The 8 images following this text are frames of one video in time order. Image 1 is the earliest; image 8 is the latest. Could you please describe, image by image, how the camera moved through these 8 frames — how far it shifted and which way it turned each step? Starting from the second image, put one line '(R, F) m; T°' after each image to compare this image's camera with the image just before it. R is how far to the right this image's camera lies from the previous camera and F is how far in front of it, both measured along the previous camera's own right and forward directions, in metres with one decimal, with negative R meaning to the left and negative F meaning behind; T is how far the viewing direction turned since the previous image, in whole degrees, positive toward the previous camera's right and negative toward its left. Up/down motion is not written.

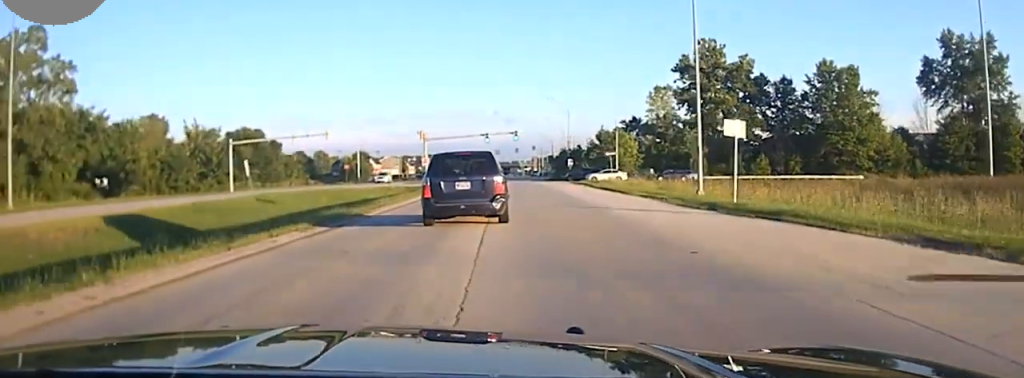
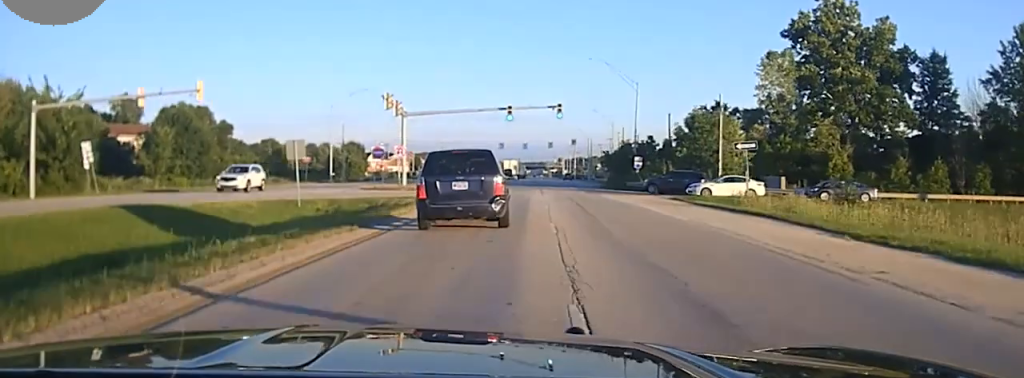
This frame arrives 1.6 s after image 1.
(-1.5, +46.9) m; -2°
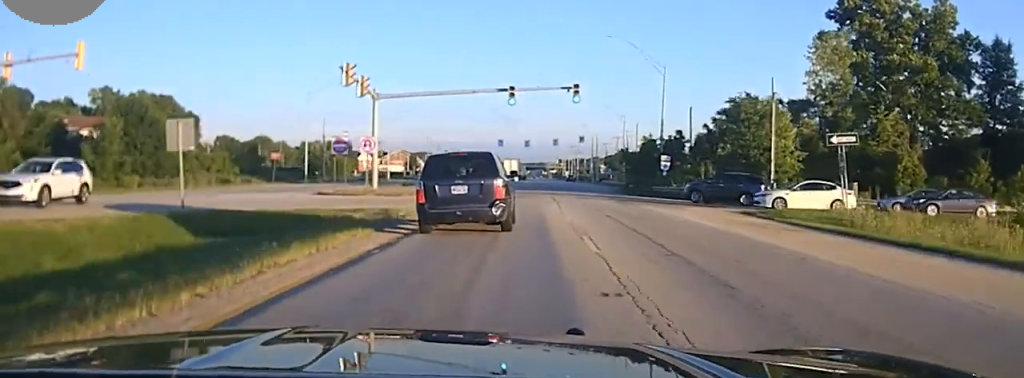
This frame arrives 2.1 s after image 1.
(-0.3, +14.6) m; 0°
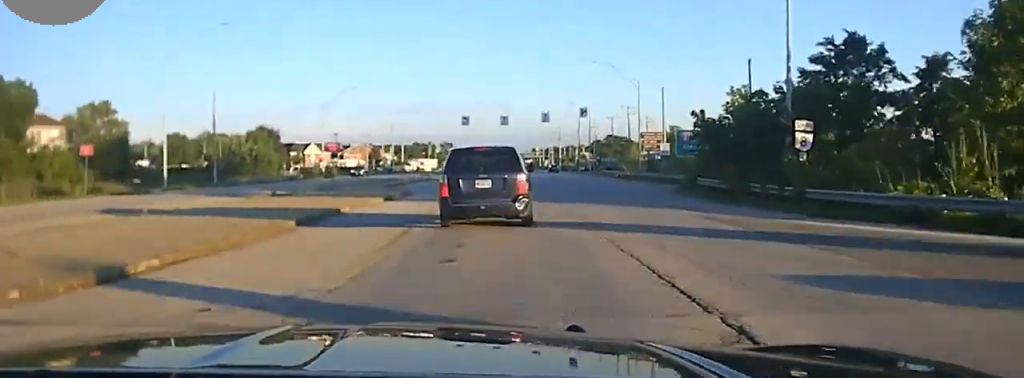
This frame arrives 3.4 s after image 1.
(+1.2, +37.7) m; +3°
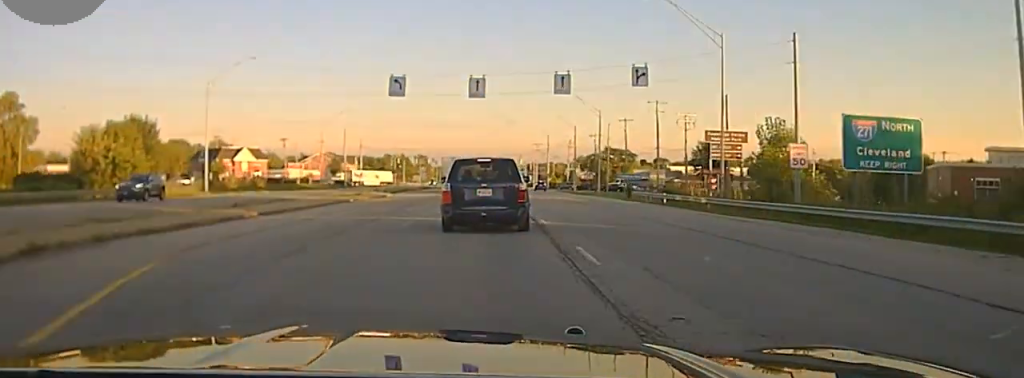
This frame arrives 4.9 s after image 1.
(+0.7, +42.5) m; +1°
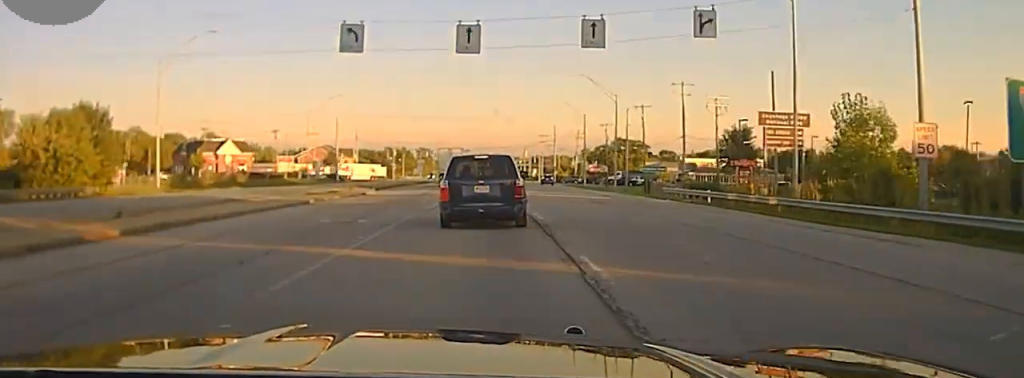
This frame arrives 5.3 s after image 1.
(0.0, +12.7) m; 0°
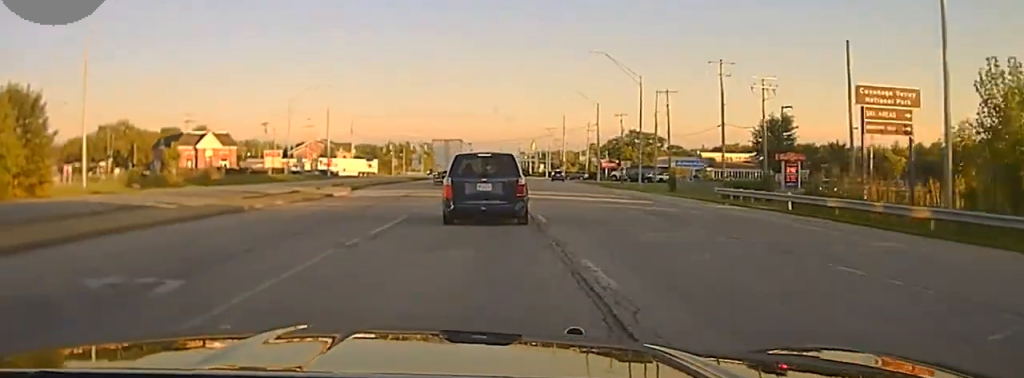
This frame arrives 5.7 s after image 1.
(0.0, +12.8) m; 0°
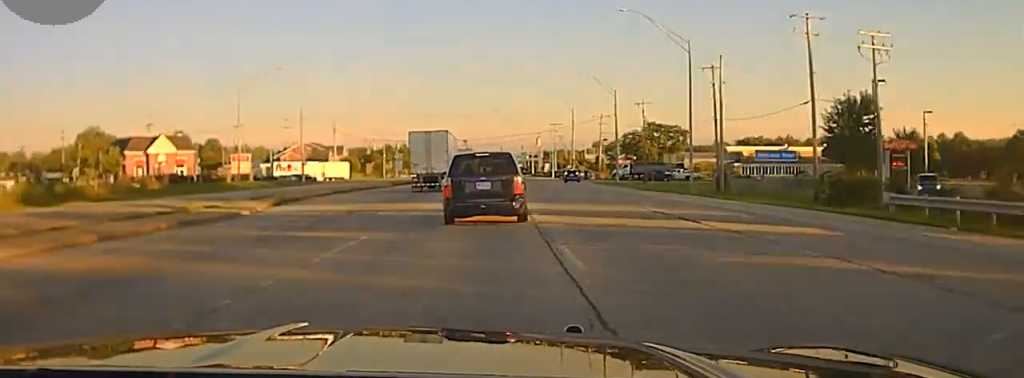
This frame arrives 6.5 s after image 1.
(0.0, +22.8) m; 0°
